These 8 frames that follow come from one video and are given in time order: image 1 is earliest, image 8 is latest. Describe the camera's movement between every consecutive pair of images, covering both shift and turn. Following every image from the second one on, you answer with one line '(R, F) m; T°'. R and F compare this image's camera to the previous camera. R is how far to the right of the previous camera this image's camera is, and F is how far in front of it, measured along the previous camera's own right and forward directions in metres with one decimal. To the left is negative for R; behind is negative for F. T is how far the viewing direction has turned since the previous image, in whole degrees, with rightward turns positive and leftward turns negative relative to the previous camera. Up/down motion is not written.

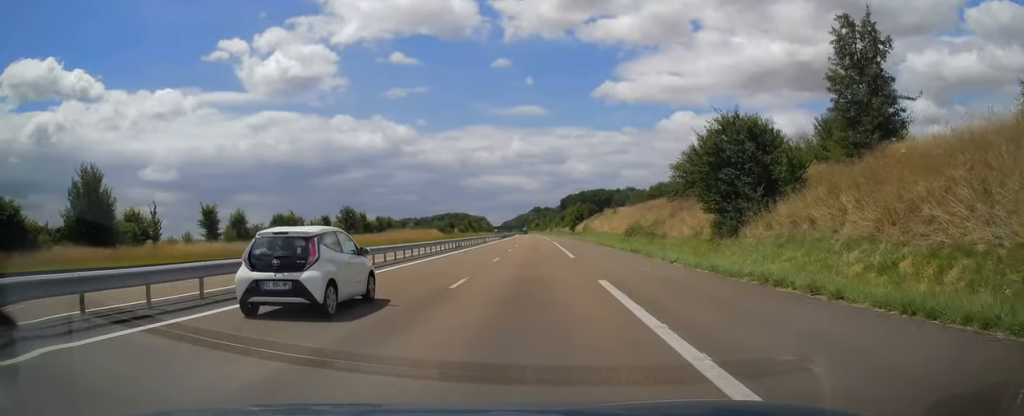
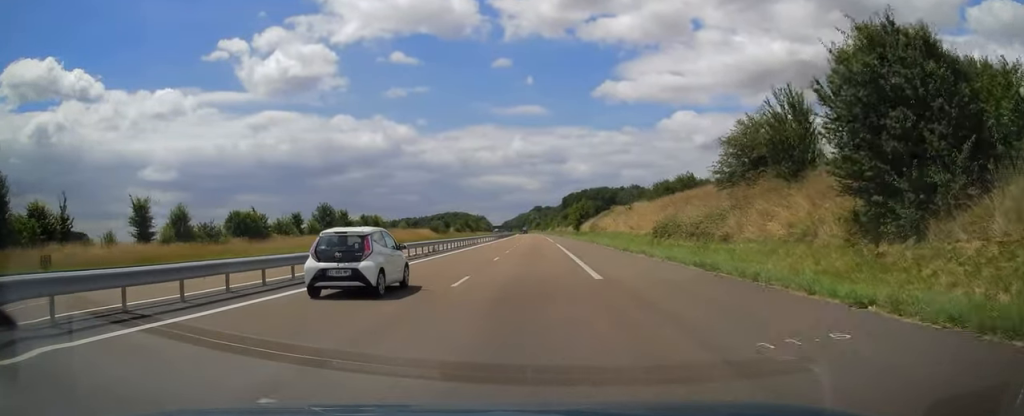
(-0.1, +13.5) m; 0°
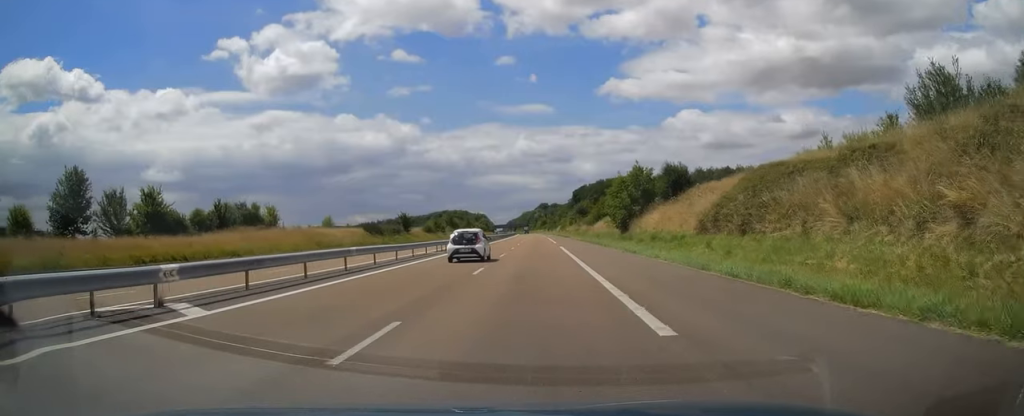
(-0.8, +63.2) m; -1°
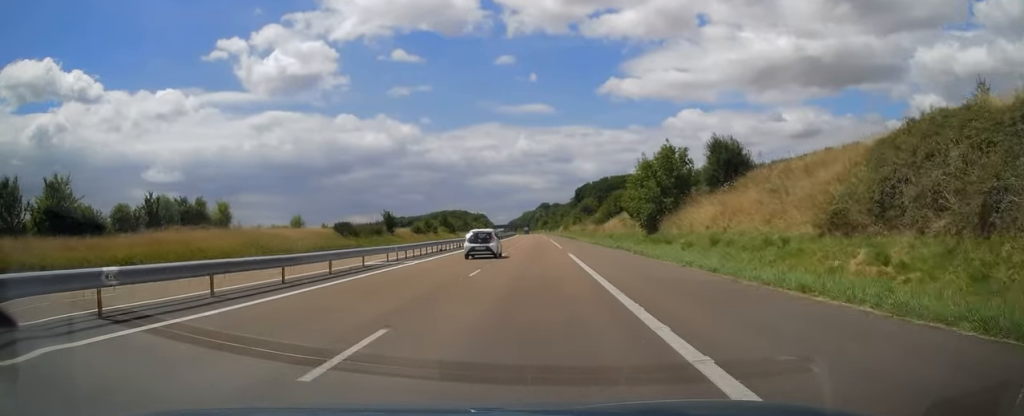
(0.0, +14.2) m; 0°
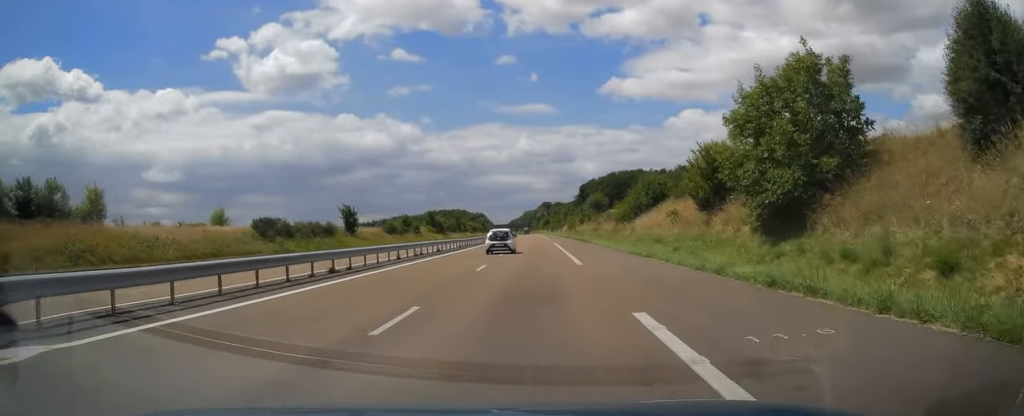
(+0.1, +24.0) m; 0°
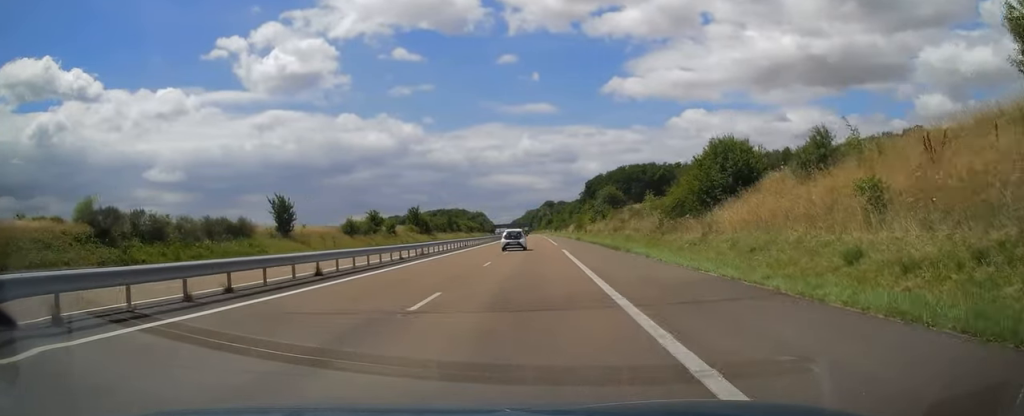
(0.0, +23.8) m; 0°
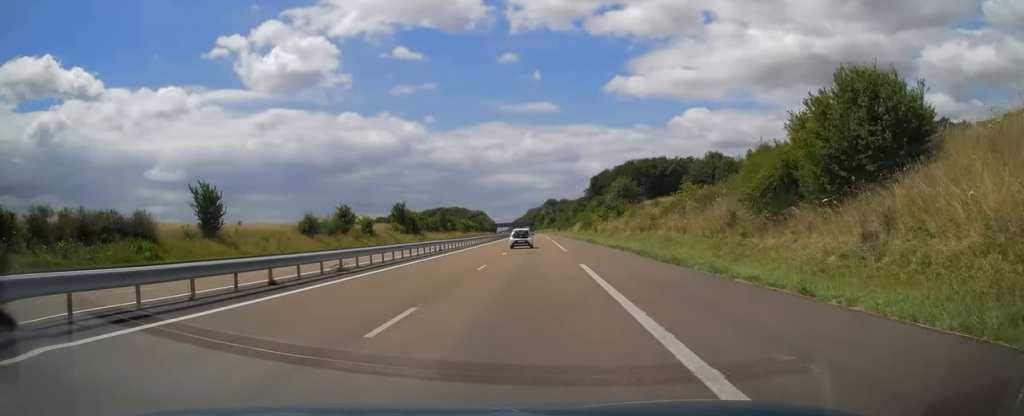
(0.0, +15.8) m; 0°
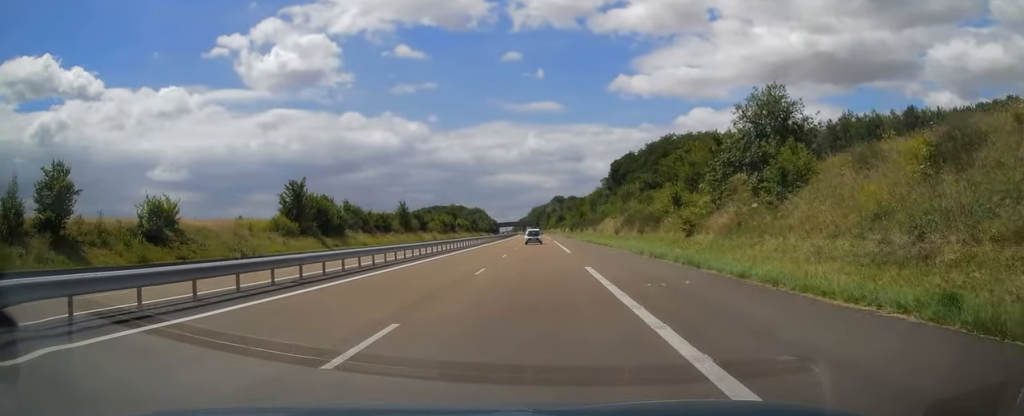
(-0.5, +54.3) m; -1°
